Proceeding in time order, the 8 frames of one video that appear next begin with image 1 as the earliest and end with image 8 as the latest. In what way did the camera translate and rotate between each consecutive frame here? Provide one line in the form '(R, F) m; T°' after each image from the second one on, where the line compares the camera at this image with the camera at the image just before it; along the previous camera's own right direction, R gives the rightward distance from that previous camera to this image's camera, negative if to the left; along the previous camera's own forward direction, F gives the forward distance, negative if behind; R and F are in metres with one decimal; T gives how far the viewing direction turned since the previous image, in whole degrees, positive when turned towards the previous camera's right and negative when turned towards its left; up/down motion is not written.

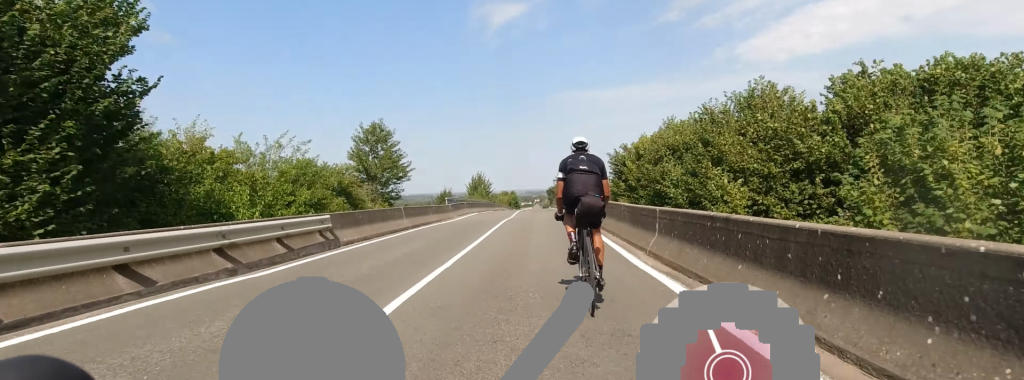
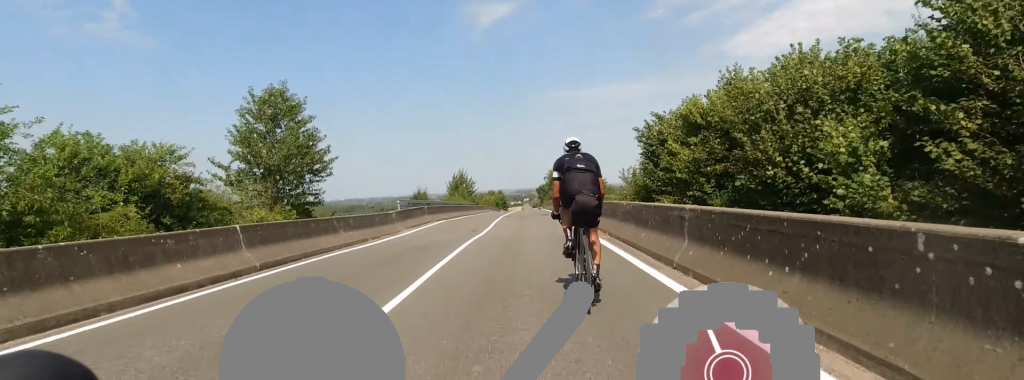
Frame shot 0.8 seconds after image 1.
(+1.0, +10.9) m; 0°
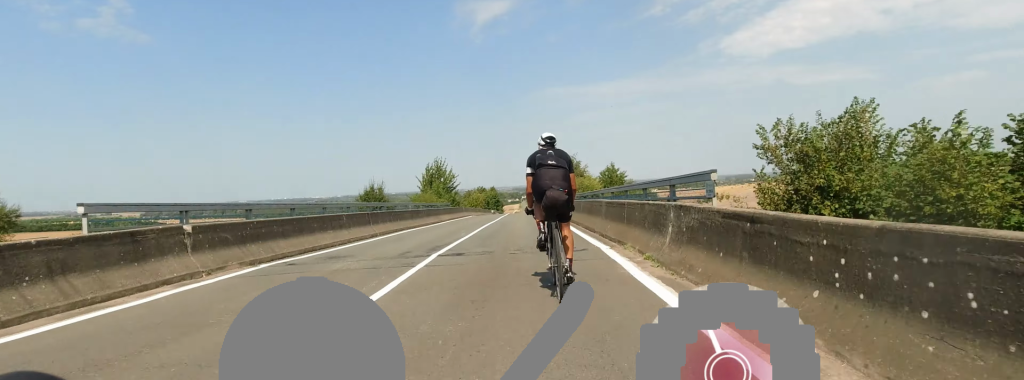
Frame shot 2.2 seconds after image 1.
(-1.4, +18.7) m; -2°
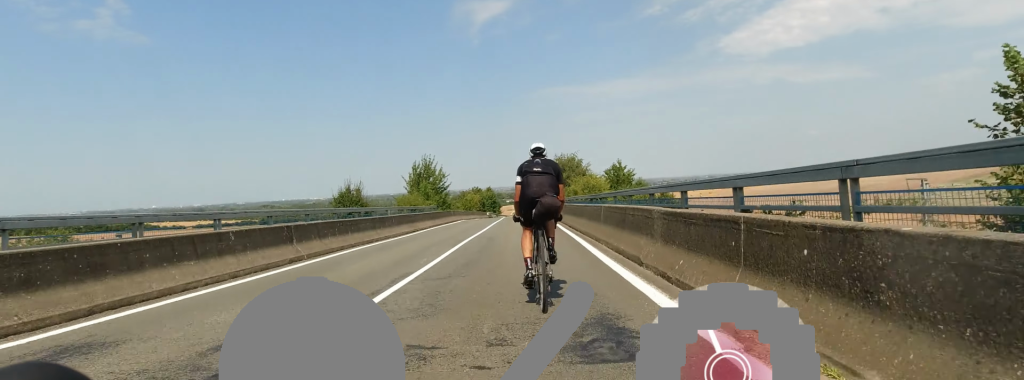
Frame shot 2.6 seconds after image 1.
(+0.2, +5.9) m; +1°
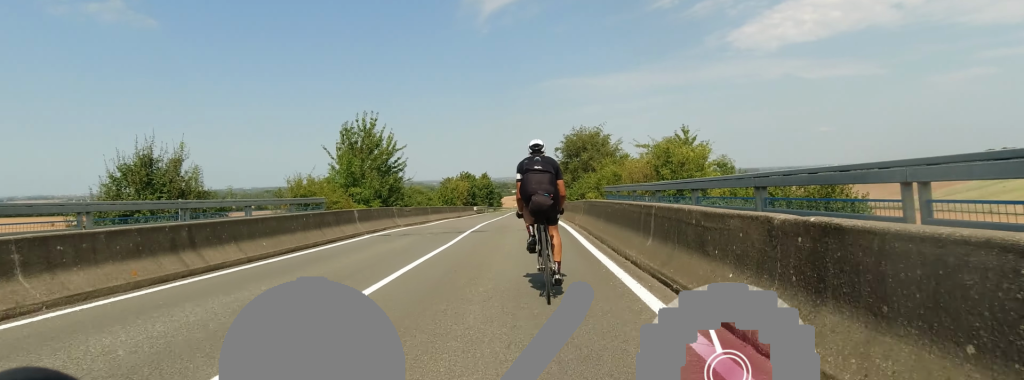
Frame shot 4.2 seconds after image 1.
(+0.1, +22.8) m; -1°
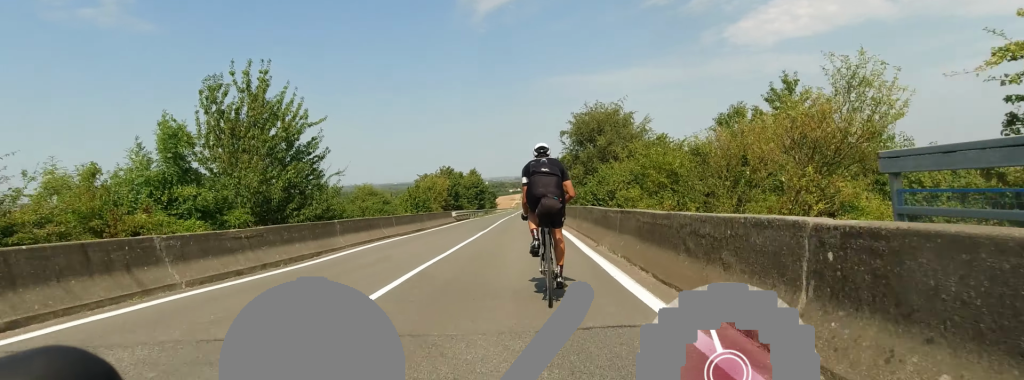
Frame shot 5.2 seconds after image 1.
(-0.4, +14.1) m; -2°
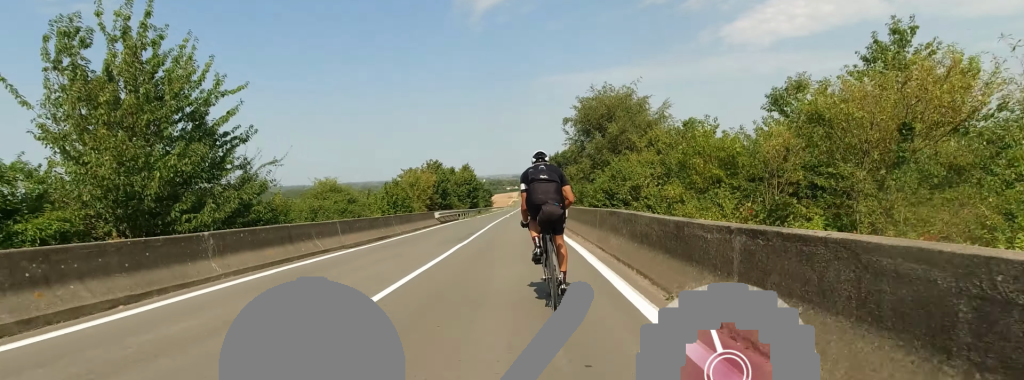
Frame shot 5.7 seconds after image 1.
(-0.3, +6.2) m; 0°
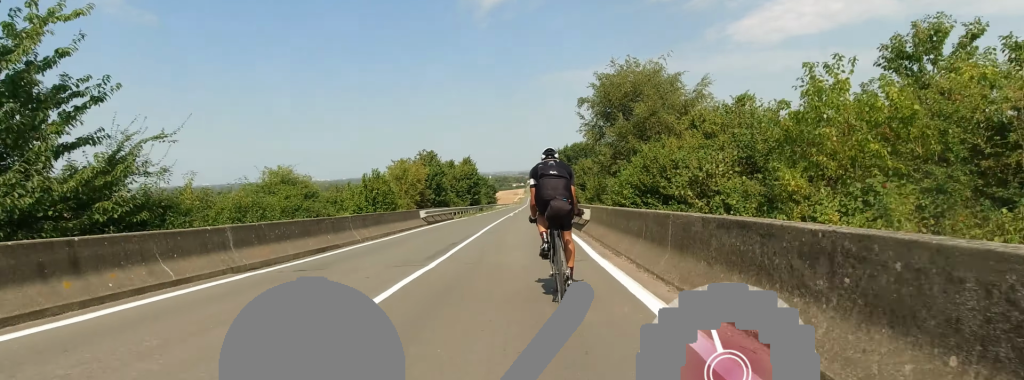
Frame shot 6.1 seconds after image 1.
(+0.3, +6.3) m; 0°
